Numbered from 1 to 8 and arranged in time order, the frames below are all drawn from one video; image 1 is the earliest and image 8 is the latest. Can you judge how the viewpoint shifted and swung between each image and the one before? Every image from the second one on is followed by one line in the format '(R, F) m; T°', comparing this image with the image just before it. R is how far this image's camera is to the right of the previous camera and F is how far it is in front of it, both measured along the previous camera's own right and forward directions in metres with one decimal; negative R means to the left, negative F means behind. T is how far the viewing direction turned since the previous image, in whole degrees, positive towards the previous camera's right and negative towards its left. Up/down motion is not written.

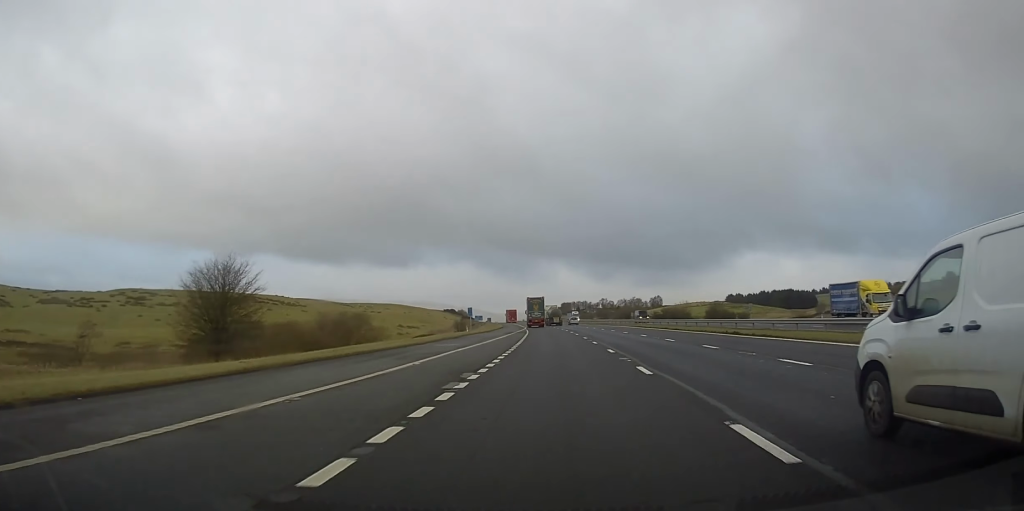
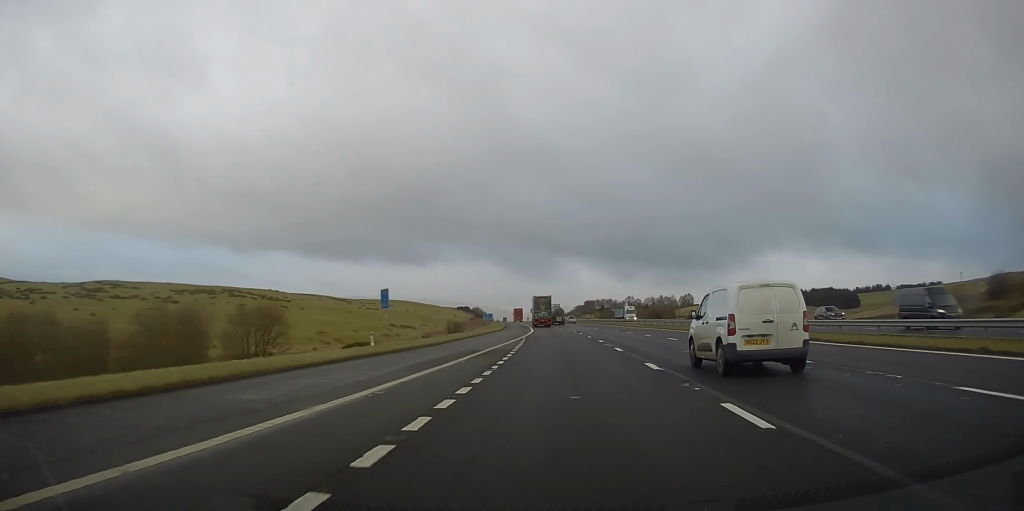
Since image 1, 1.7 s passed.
(-1.2, +43.4) m; -3°
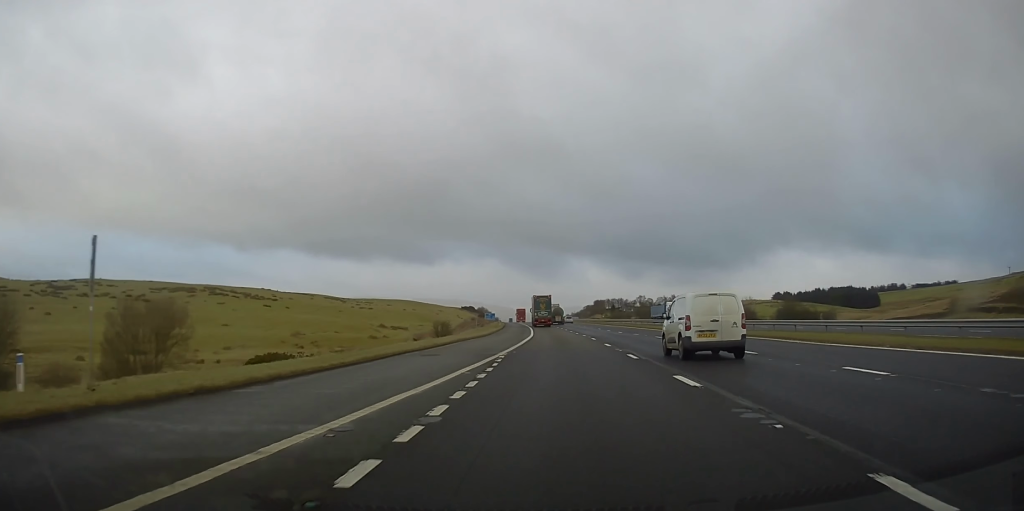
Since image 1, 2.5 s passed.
(-0.3, +21.9) m; -1°
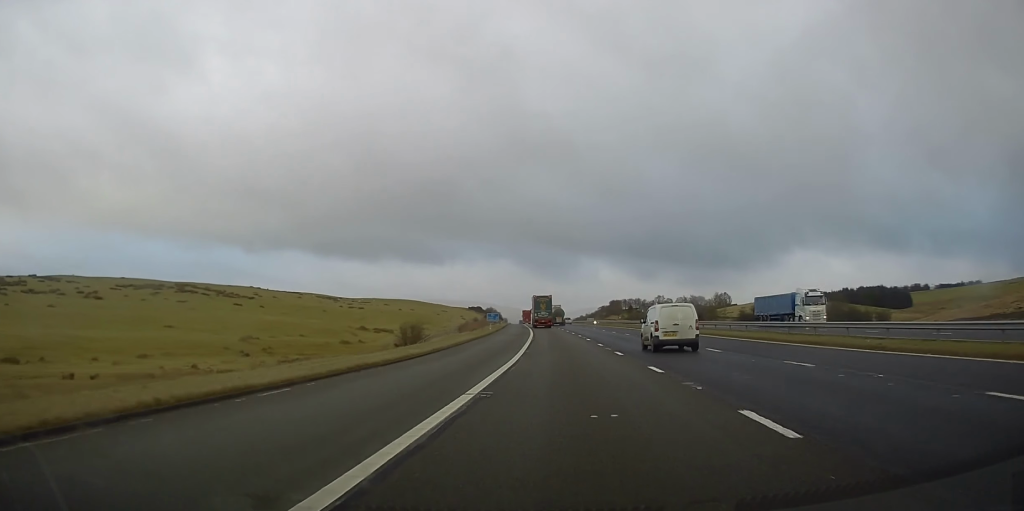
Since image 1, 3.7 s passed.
(-0.3, +31.6) m; -1°
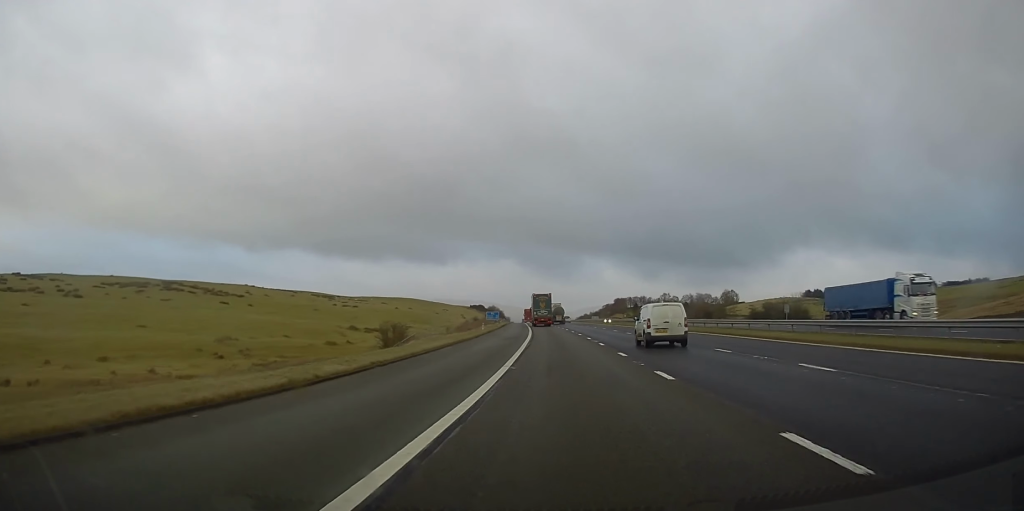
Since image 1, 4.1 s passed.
(0.0, +10.6) m; 0°
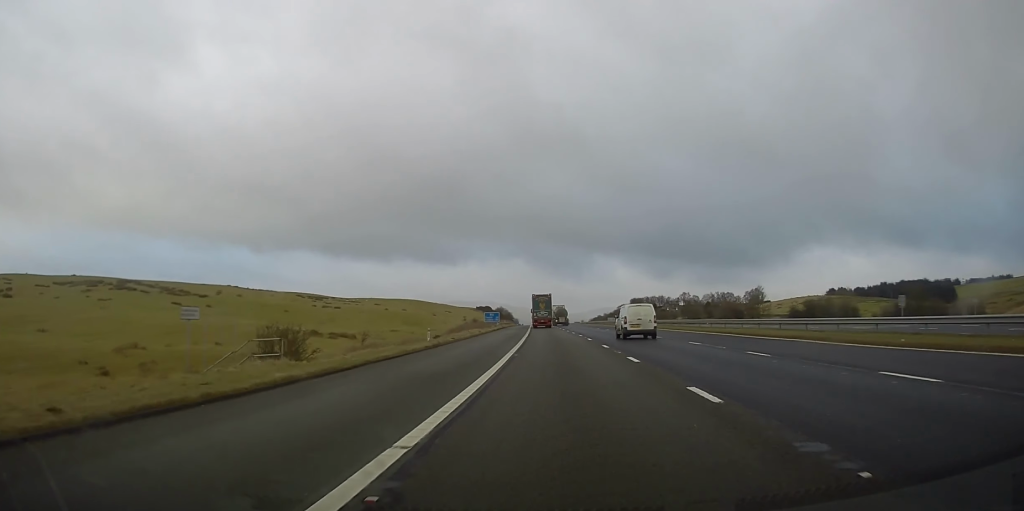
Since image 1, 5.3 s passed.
(-0.3, +31.7) m; -1°
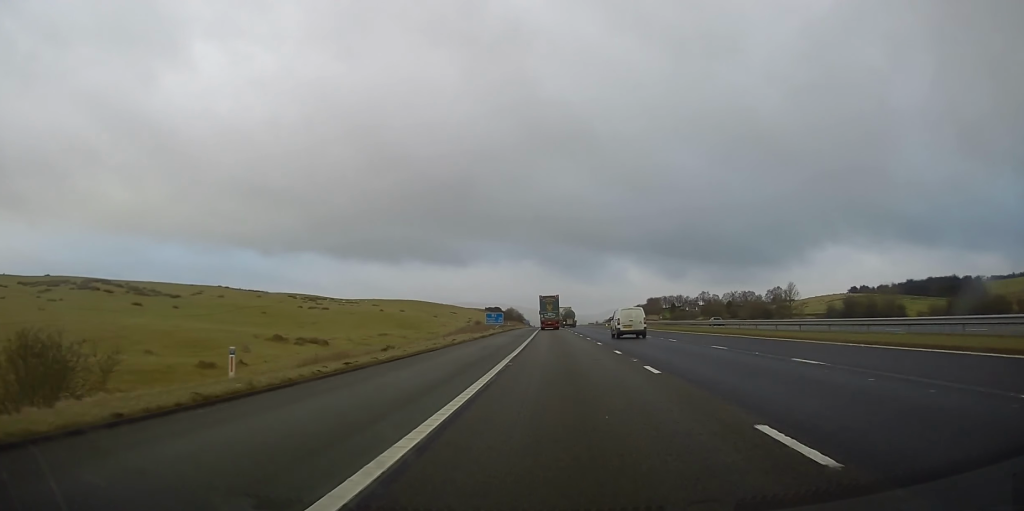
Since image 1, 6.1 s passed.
(0.0, +21.5) m; 0°
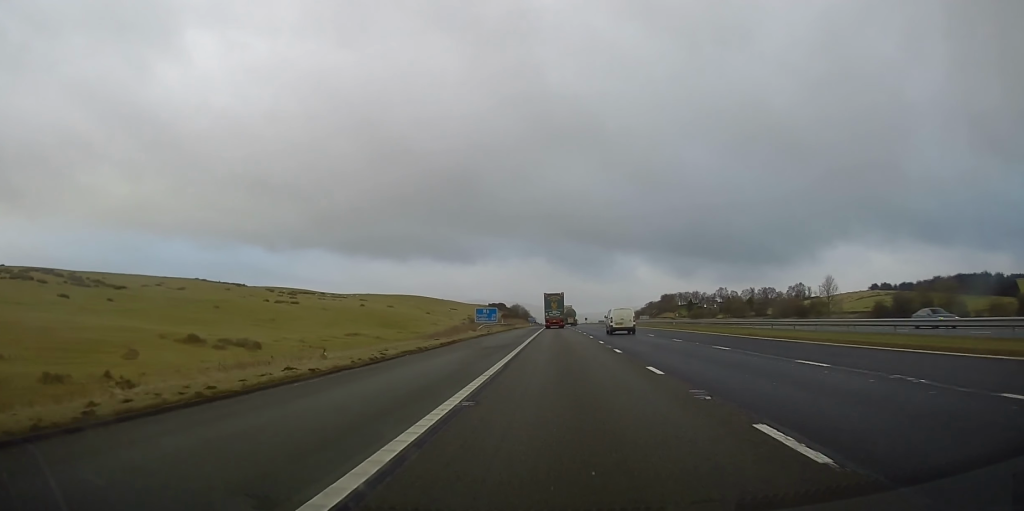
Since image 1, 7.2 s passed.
(-0.2, +27.5) m; -1°
